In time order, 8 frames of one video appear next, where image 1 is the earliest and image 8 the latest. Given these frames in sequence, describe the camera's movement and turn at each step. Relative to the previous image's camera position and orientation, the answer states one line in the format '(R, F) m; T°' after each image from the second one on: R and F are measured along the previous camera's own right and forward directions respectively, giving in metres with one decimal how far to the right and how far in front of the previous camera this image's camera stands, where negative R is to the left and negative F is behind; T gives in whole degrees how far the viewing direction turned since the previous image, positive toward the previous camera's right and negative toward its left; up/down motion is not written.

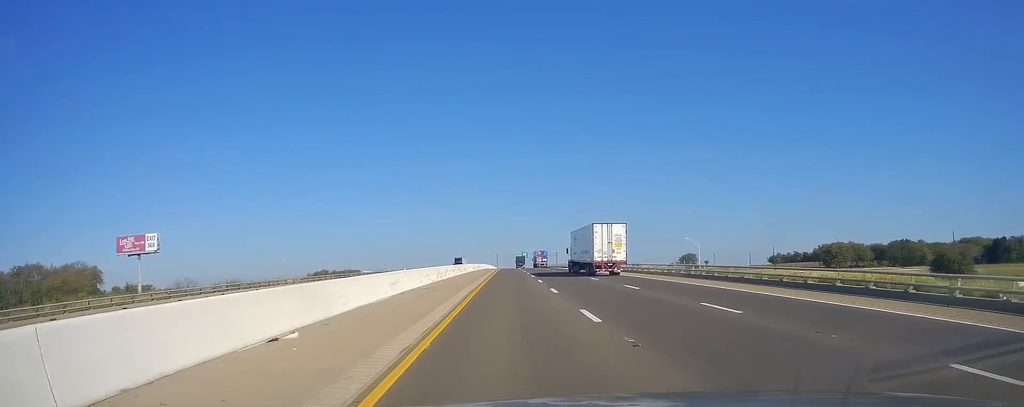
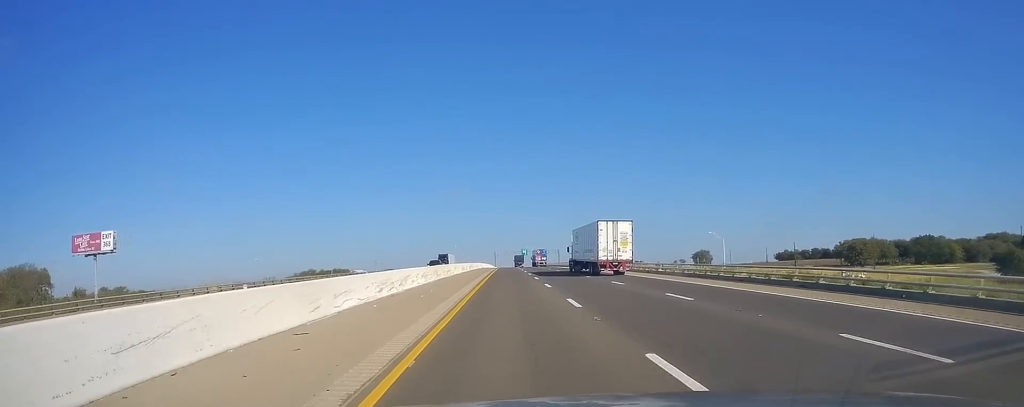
(-0.1, +20.8) m; 0°
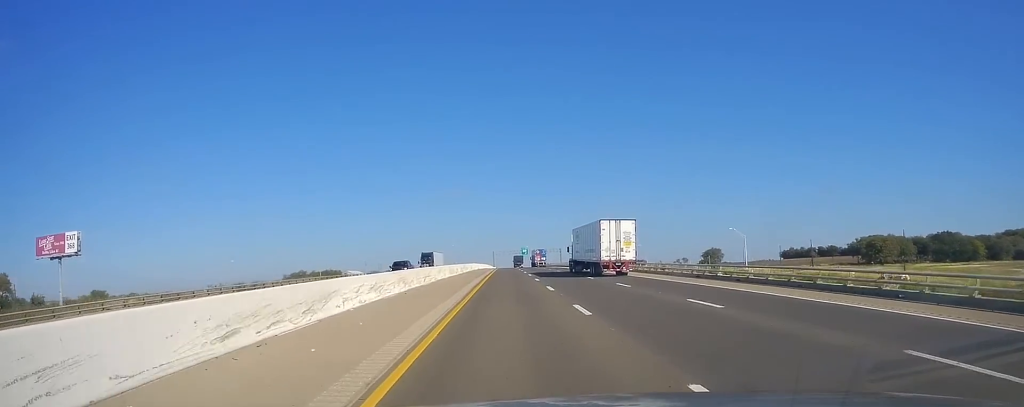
(0.0, +14.6) m; 0°
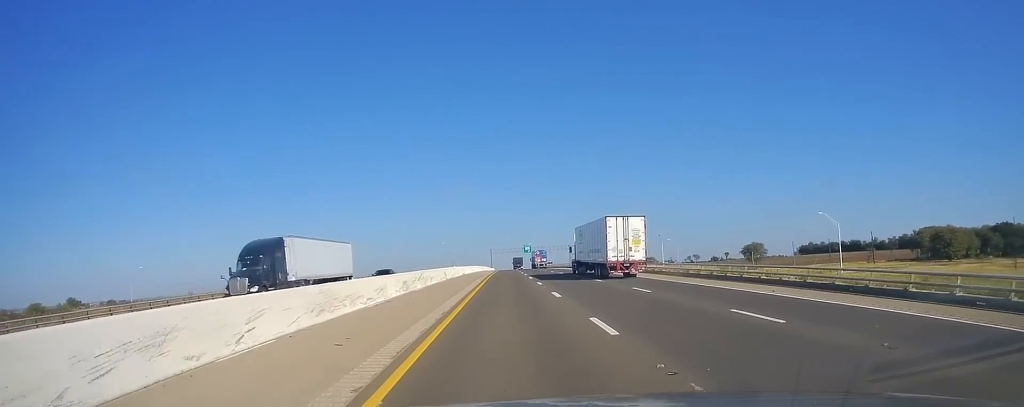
(+0.2, +40.8) m; +2°
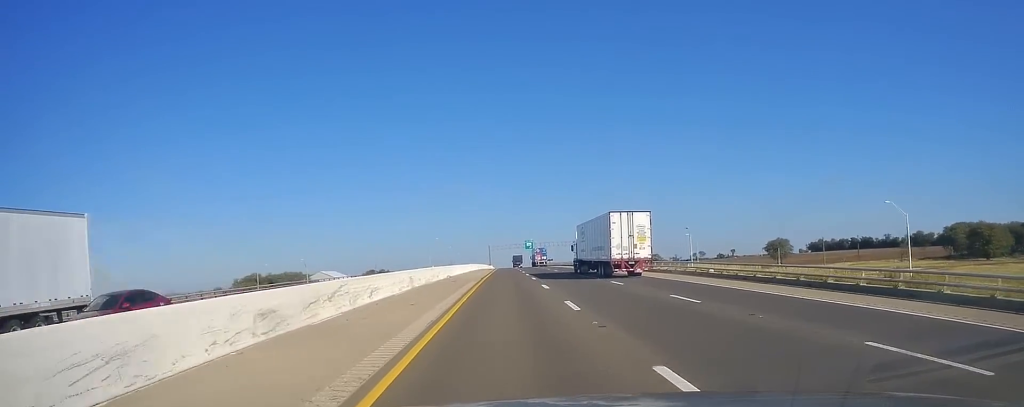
(+0.6, +19.0) m; 0°
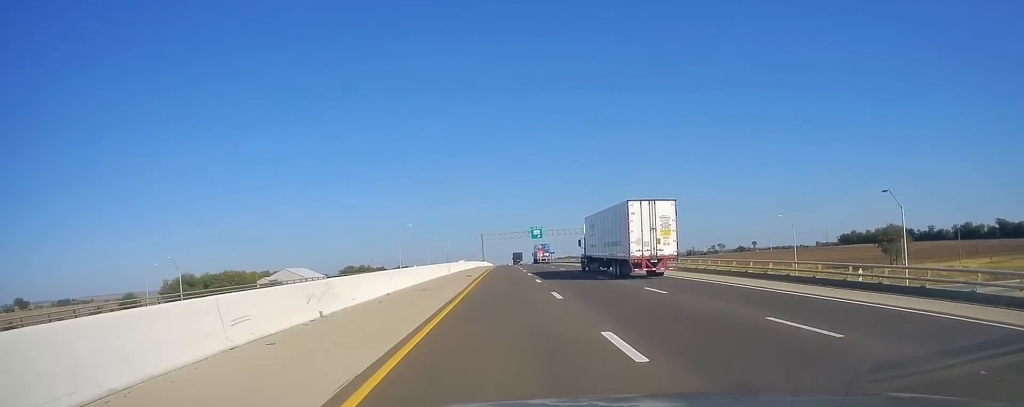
(-1.0, +57.6) m; -1°
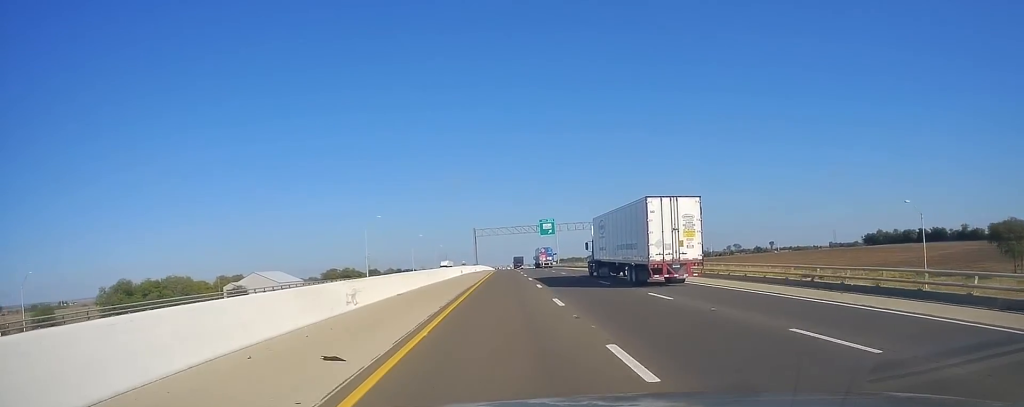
(+0.3, +37.7) m; 0°
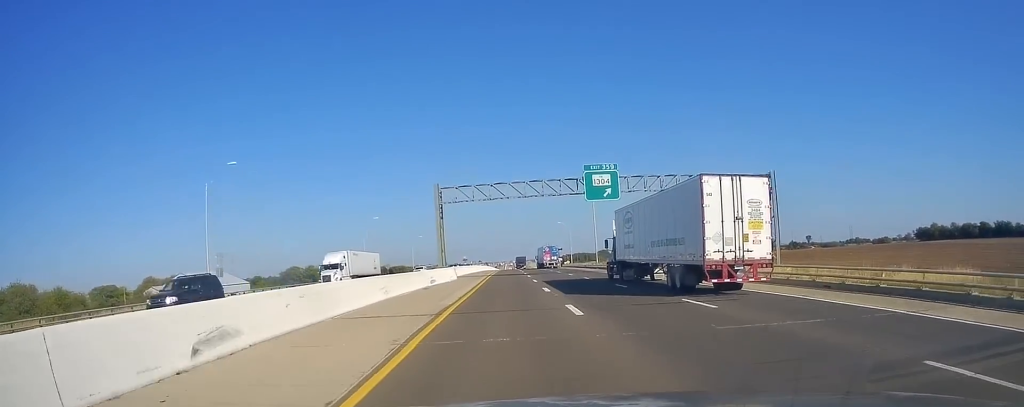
(-0.4, +64.9) m; 0°
